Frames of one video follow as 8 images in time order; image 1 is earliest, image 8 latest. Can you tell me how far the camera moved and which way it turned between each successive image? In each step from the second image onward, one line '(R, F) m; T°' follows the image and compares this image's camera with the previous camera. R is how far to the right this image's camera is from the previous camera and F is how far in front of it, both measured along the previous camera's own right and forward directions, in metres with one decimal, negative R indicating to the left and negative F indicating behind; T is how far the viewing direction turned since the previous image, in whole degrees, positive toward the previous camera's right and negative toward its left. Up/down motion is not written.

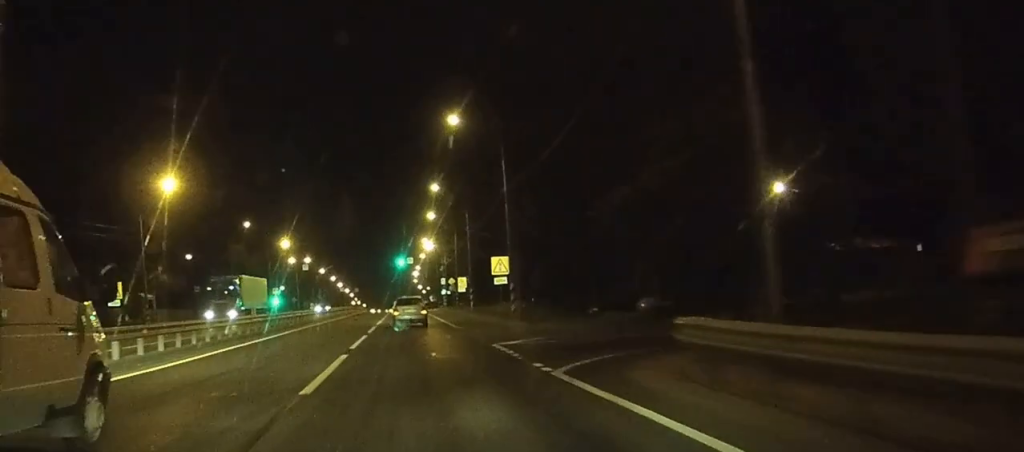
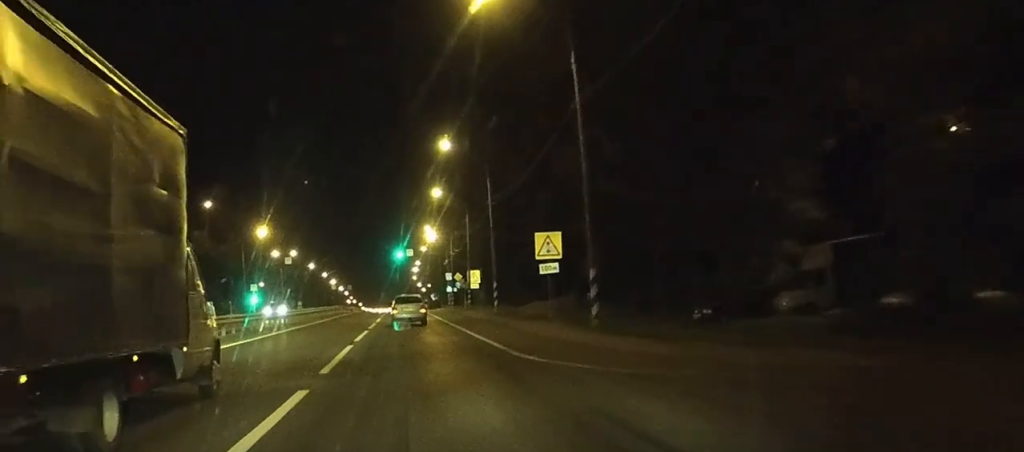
(0.0, +20.5) m; 0°
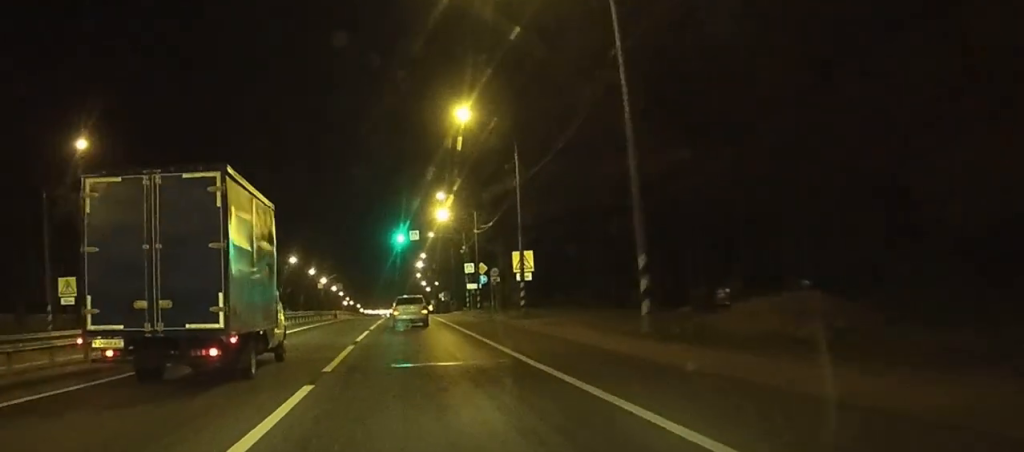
(-0.1, +34.3) m; 0°
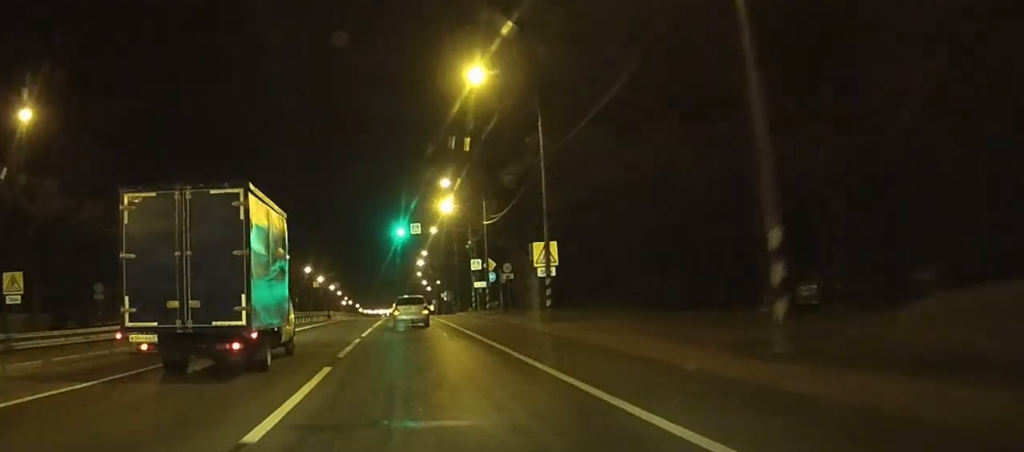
(0.0, +8.1) m; 0°
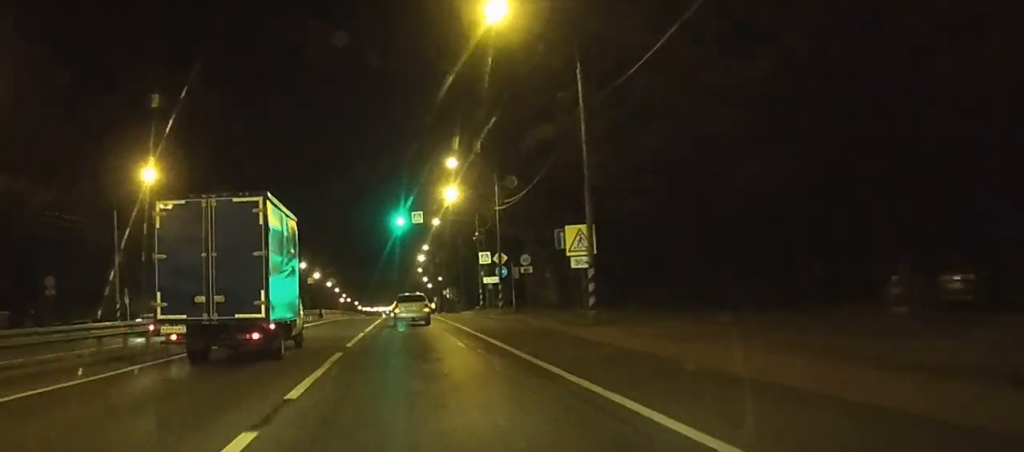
(-0.1, +8.6) m; 0°
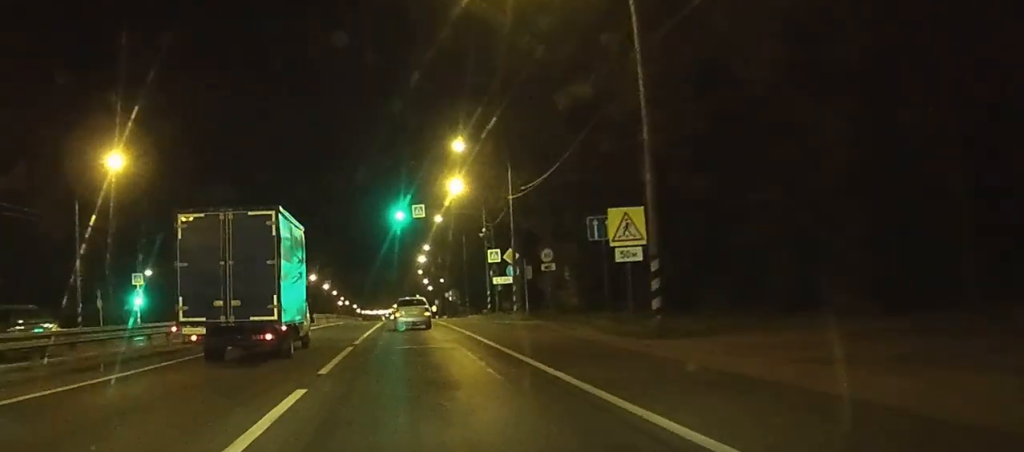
(-0.1, +7.5) m; 0°
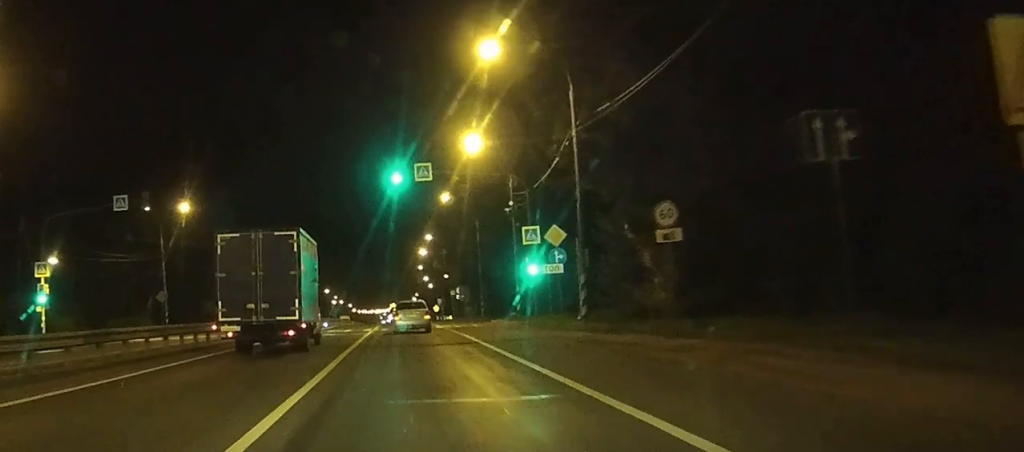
(+0.1, +19.5) m; 0°
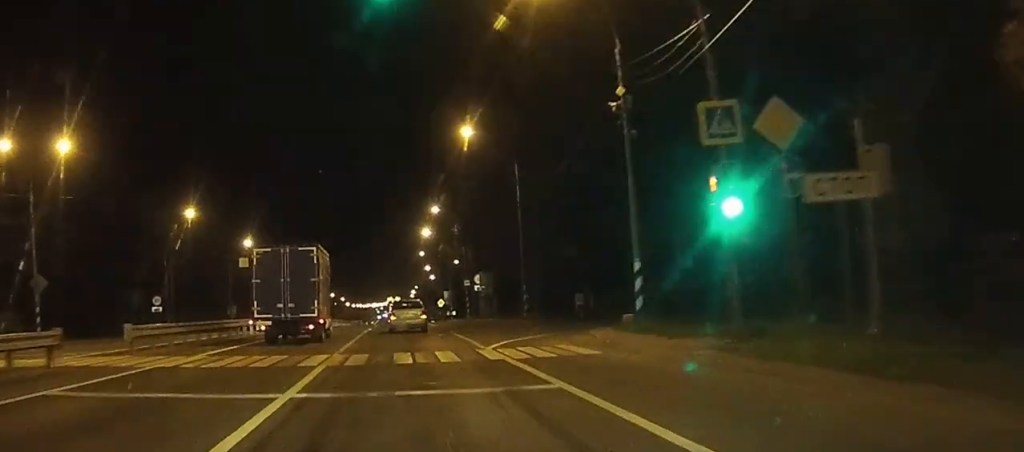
(0.0, +28.0) m; 0°
